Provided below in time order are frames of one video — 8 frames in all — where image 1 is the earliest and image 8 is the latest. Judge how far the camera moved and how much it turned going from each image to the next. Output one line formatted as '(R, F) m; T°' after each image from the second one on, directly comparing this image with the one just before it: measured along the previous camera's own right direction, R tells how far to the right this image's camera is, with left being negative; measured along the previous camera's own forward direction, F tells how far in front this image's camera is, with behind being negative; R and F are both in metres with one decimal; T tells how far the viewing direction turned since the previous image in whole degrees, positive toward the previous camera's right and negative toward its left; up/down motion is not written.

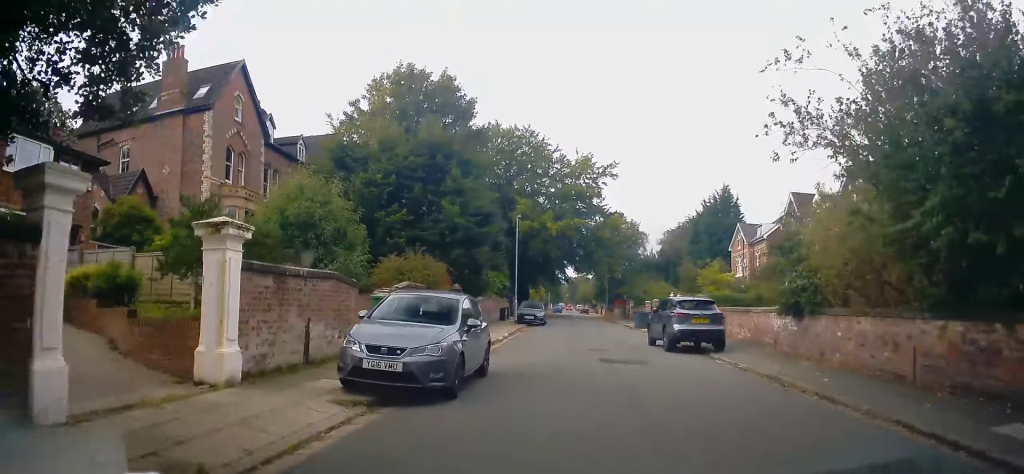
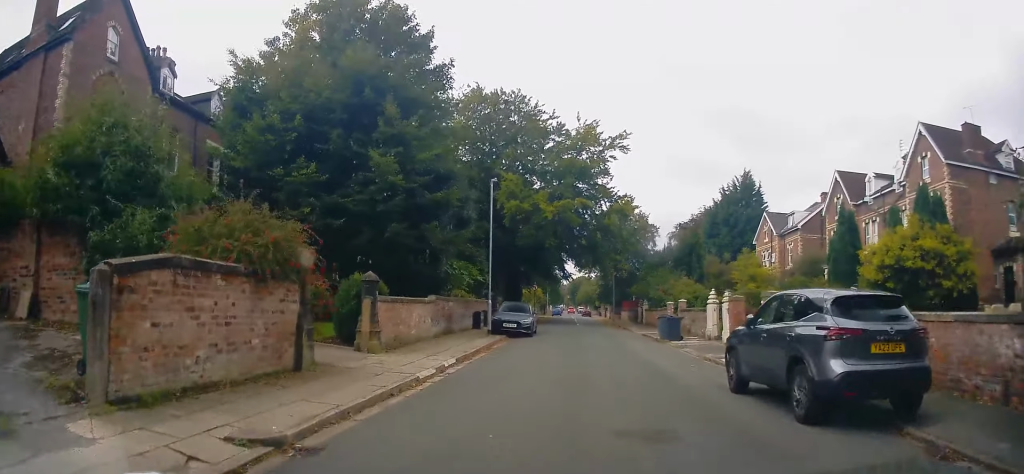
(-0.5, +11.0) m; +2°
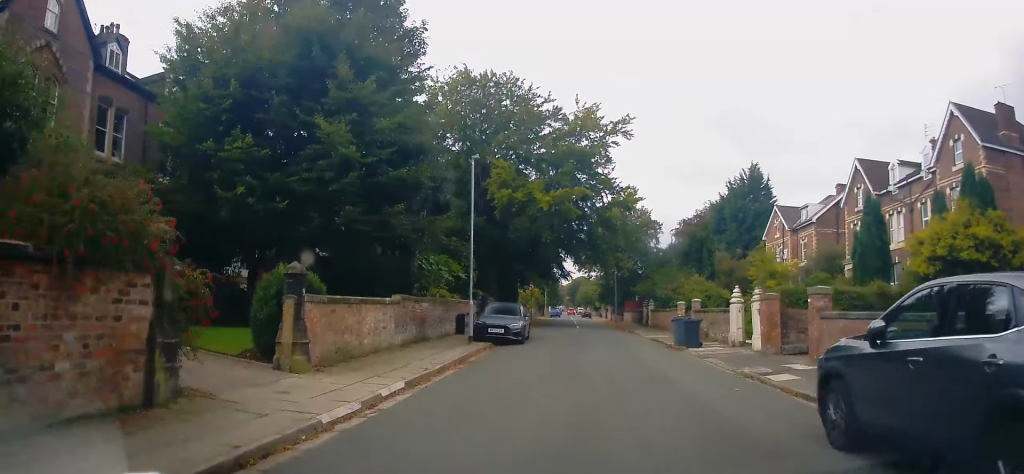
(+0.4, +4.1) m; 0°
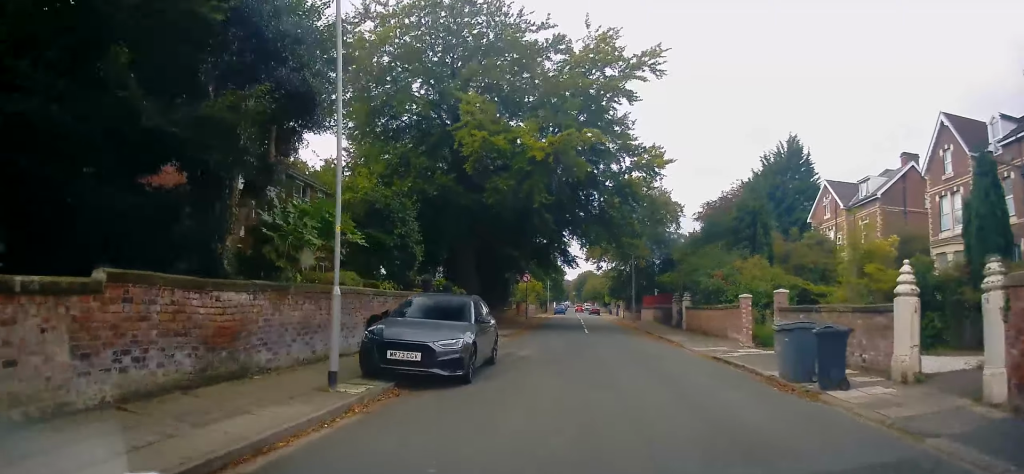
(-0.5, +11.5) m; -3°
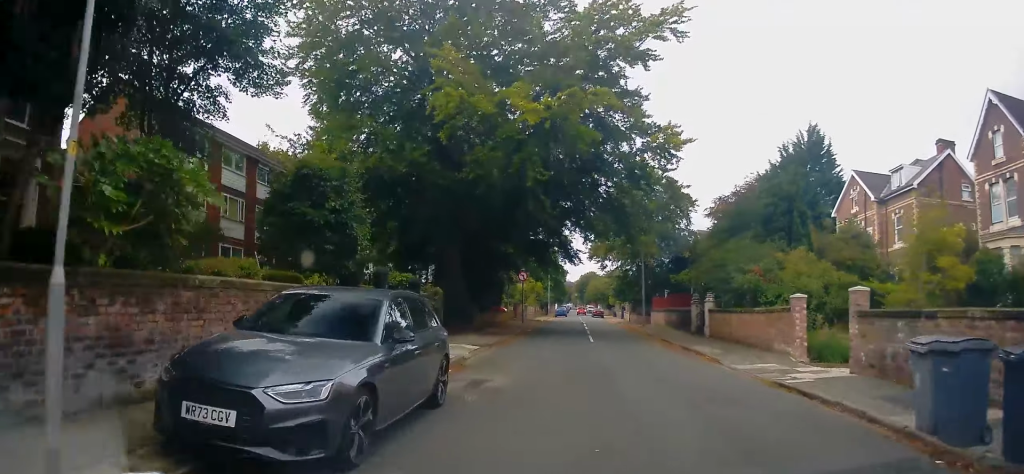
(+0.4, +5.0) m; +3°
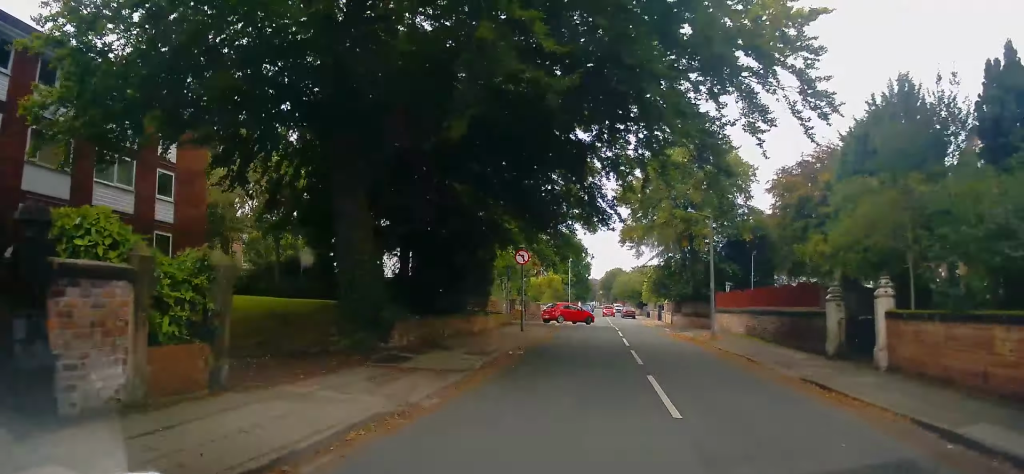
(-0.3, +14.7) m; -3°
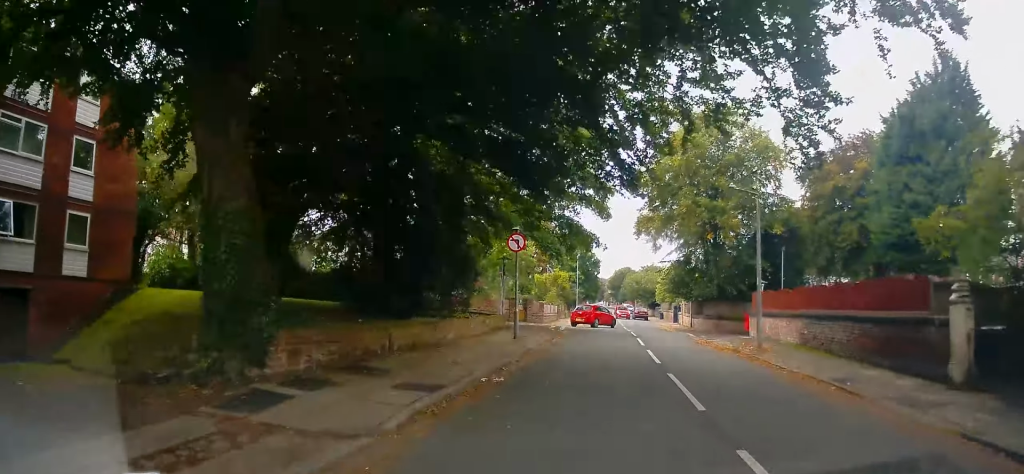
(-0.1, +5.7) m; +1°
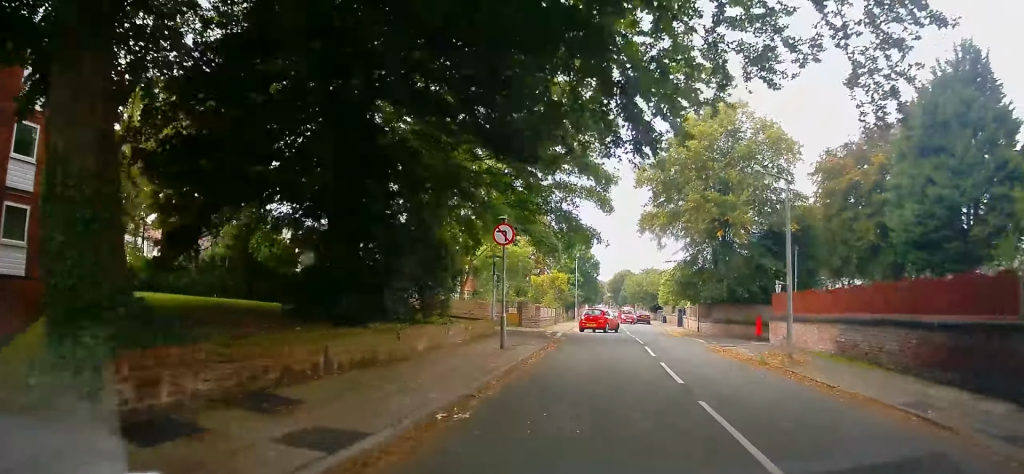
(+0.1, +3.1) m; +1°
